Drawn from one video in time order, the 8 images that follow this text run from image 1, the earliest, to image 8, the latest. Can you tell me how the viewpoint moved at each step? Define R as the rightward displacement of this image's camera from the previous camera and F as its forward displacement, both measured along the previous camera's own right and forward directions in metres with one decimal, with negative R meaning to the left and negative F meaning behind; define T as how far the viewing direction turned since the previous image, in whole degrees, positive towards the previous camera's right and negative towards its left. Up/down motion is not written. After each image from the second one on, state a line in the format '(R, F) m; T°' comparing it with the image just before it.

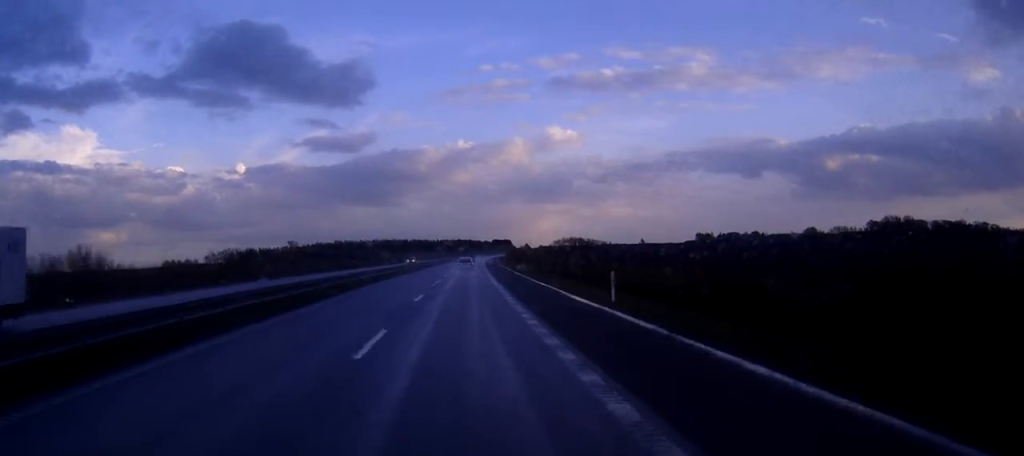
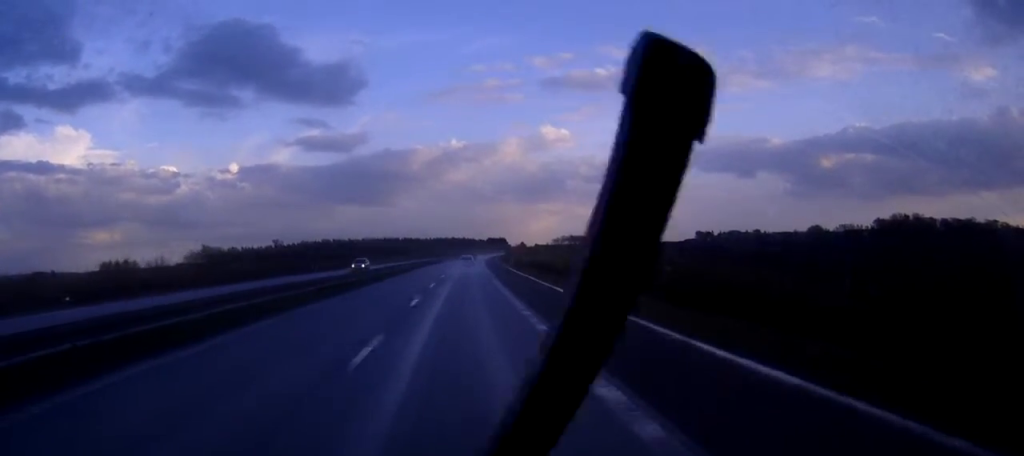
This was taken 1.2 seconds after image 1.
(+0.1, +31.1) m; 0°
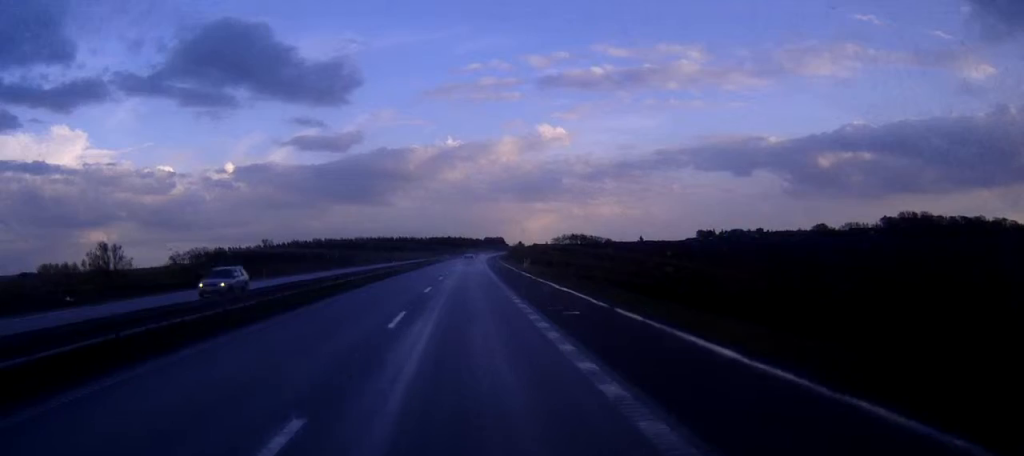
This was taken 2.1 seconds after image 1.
(+0.1, +23.4) m; 0°
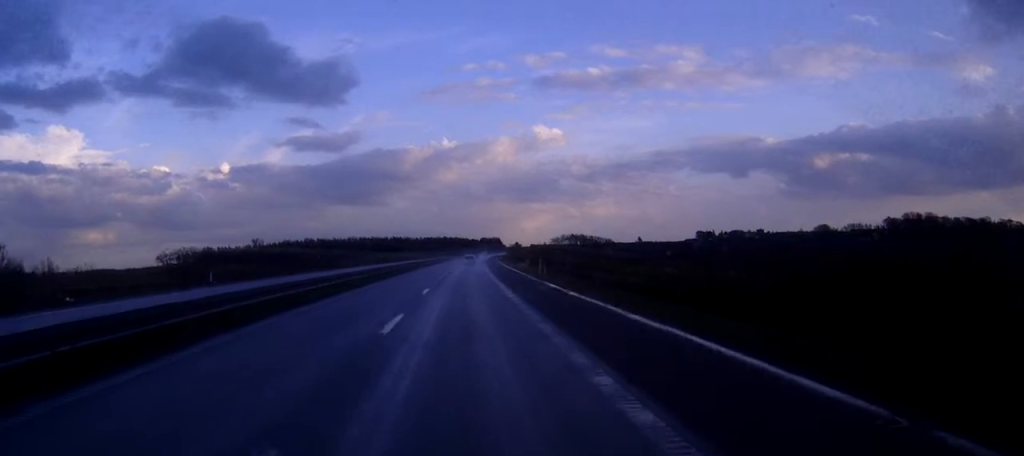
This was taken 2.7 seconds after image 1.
(0.0, +16.4) m; 0°
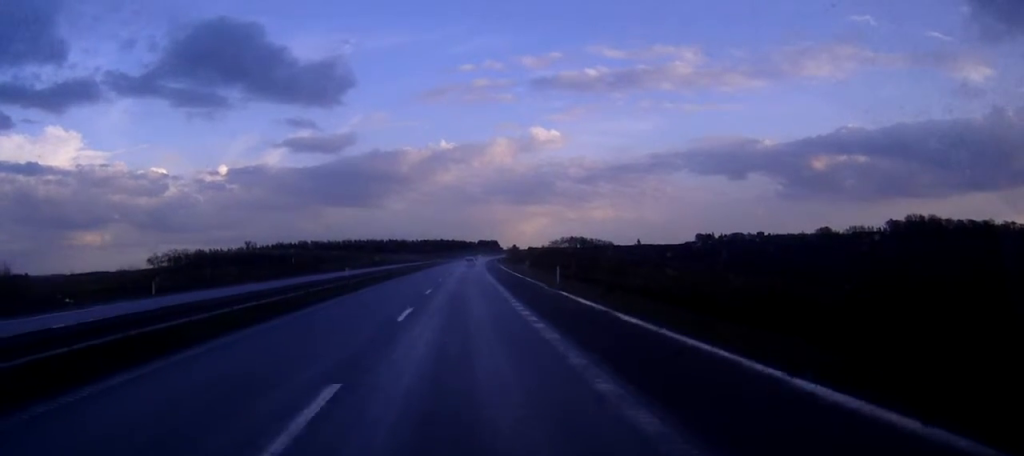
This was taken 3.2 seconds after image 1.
(0.0, +11.3) m; 0°
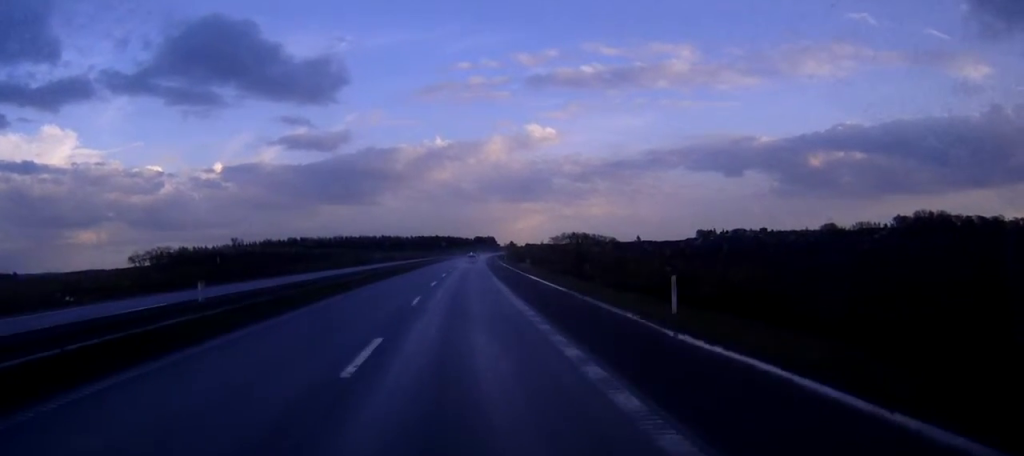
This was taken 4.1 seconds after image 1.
(+0.1, +24.2) m; 0°
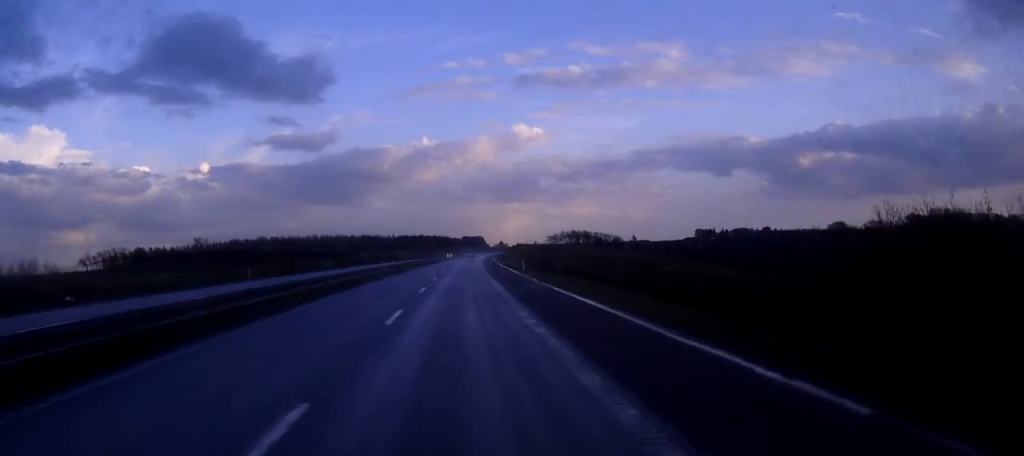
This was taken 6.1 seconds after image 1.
(+0.4, +52.0) m; +1°
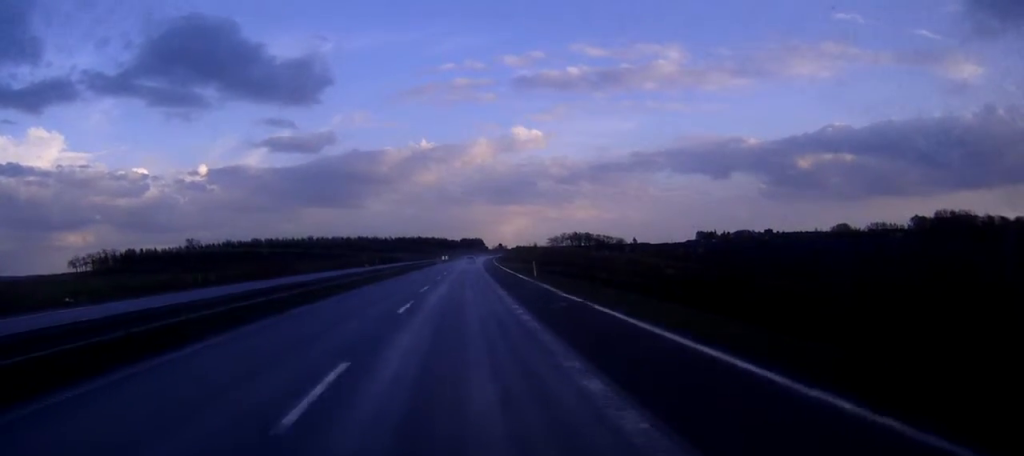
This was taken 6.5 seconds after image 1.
(0.0, +11.3) m; 0°
